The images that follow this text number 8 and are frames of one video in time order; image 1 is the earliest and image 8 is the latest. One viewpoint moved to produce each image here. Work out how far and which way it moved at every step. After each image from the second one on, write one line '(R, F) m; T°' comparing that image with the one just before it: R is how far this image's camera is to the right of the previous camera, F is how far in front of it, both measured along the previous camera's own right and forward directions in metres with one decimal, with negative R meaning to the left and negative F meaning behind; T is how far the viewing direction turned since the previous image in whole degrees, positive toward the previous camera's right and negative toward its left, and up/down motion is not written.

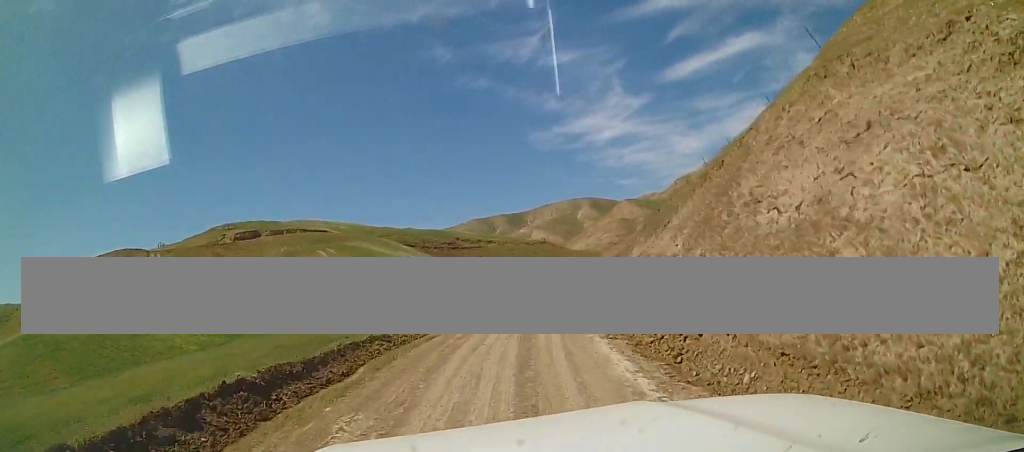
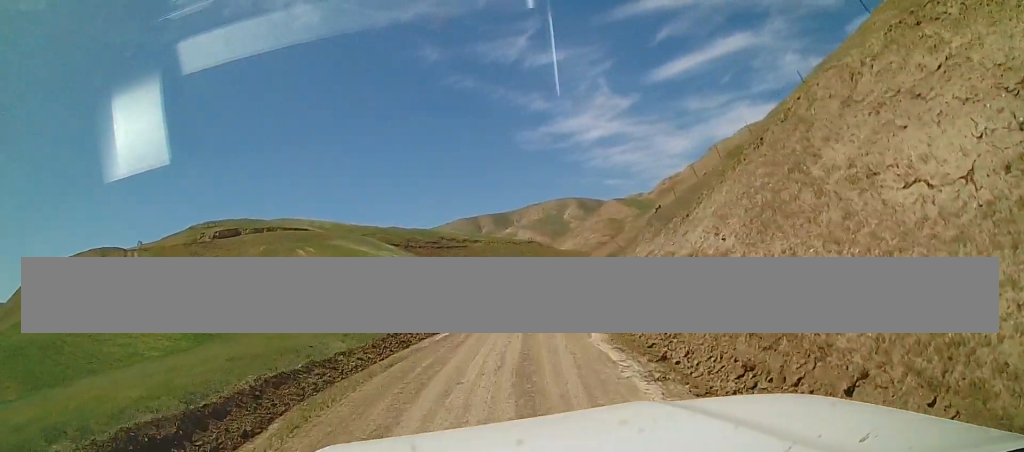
(0.0, +4.1) m; +2°
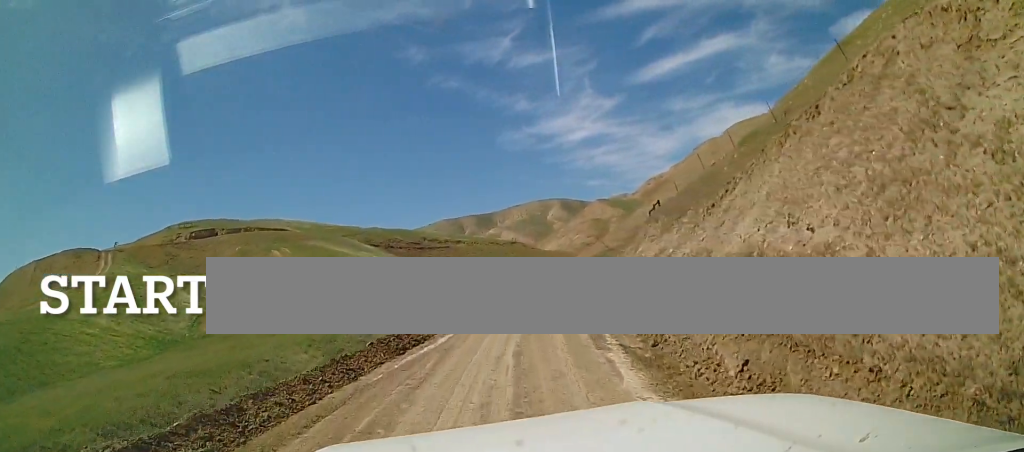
(-0.1, +4.1) m; +2°
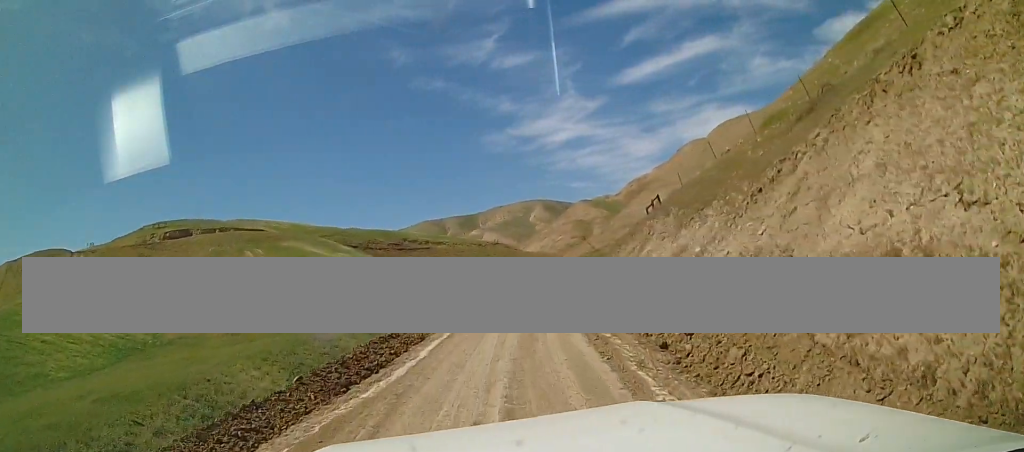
(+0.3, +4.2) m; +3°
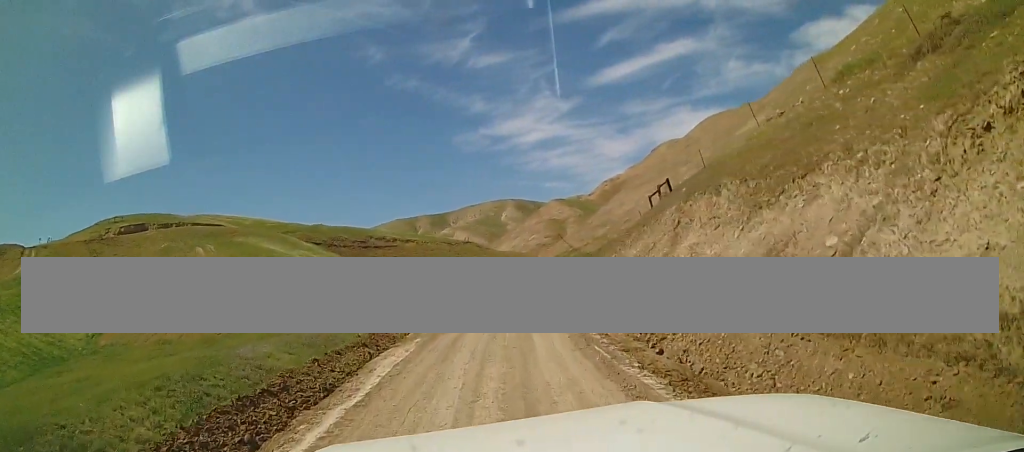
(+0.2, +7.3) m; +2°
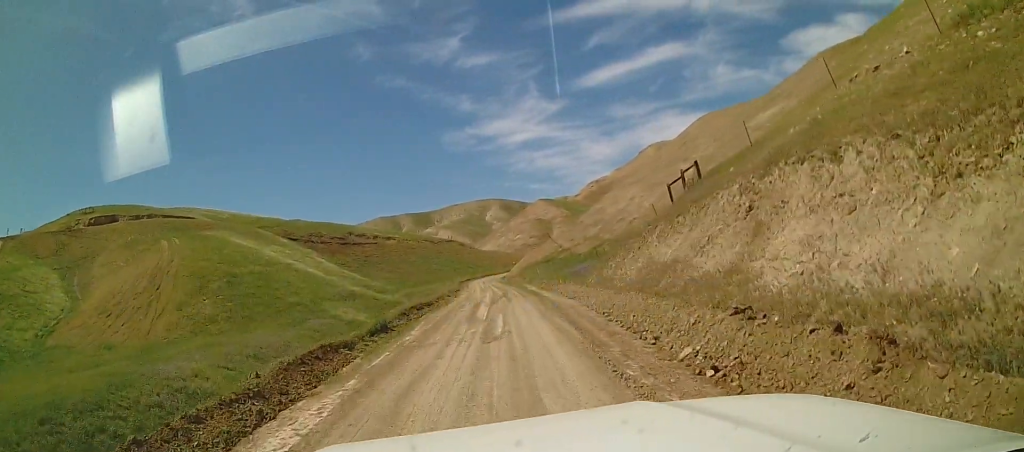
(0.0, +5.6) m; +2°
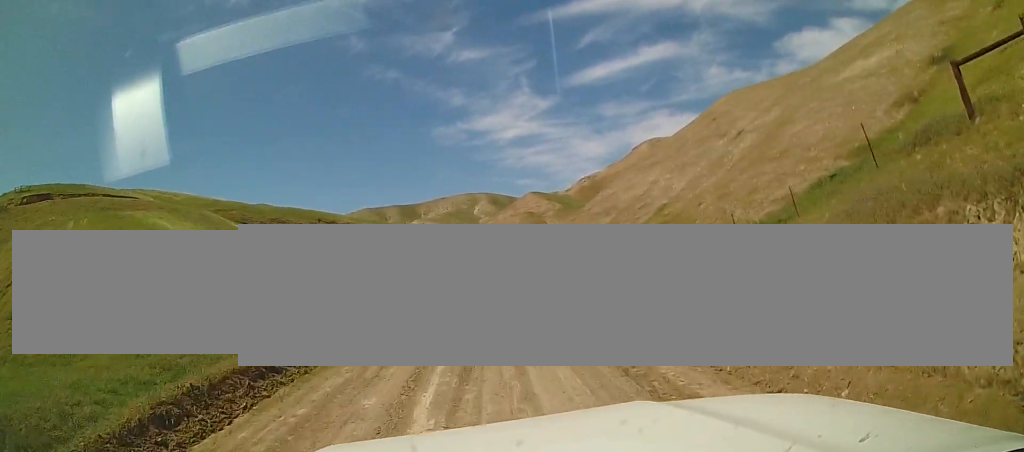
(+1.2, +17.9) m; +5°
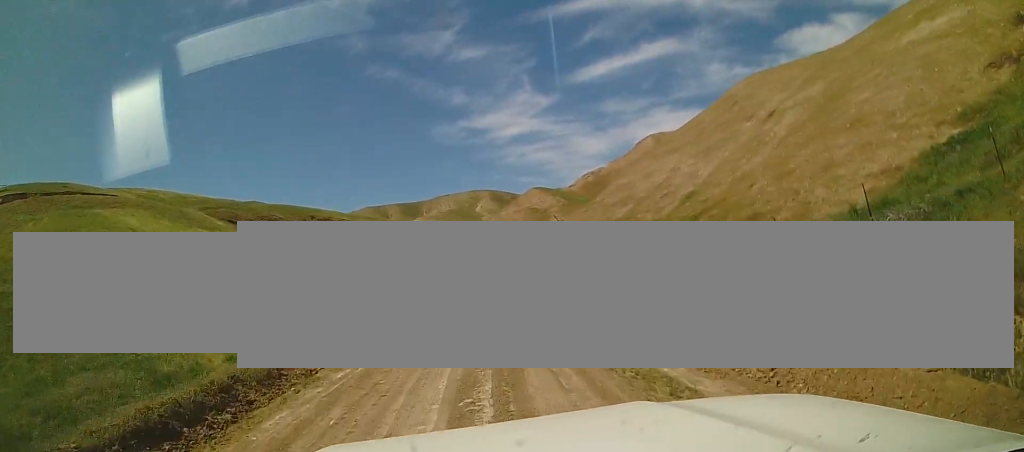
(-0.1, +7.6) m; -1°
